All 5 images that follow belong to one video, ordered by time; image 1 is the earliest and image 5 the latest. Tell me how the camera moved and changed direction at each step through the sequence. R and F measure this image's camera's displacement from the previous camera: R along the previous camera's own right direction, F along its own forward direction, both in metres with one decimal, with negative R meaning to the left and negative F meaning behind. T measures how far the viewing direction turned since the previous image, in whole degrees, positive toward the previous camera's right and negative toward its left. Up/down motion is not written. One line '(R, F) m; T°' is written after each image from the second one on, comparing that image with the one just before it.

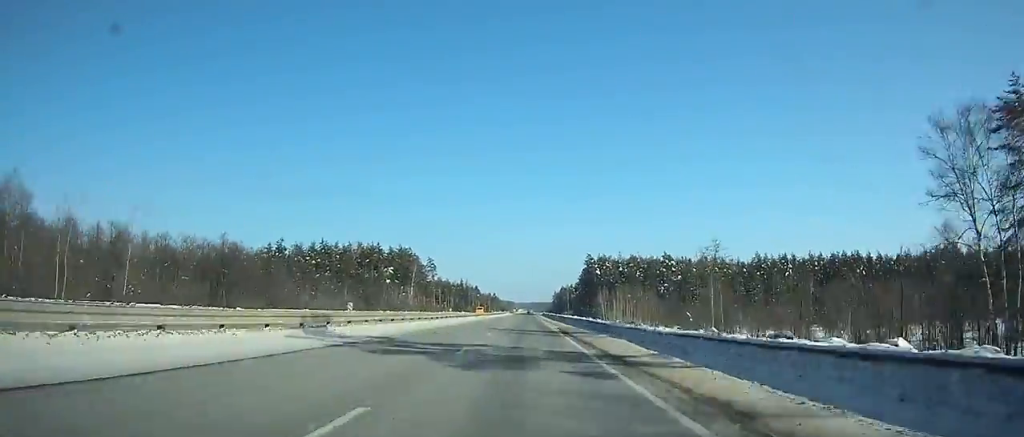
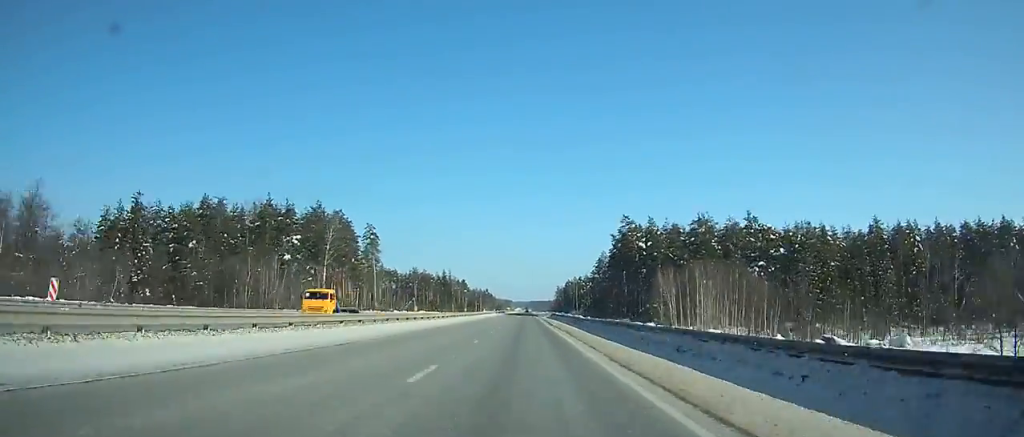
(0.0, +90.9) m; 0°
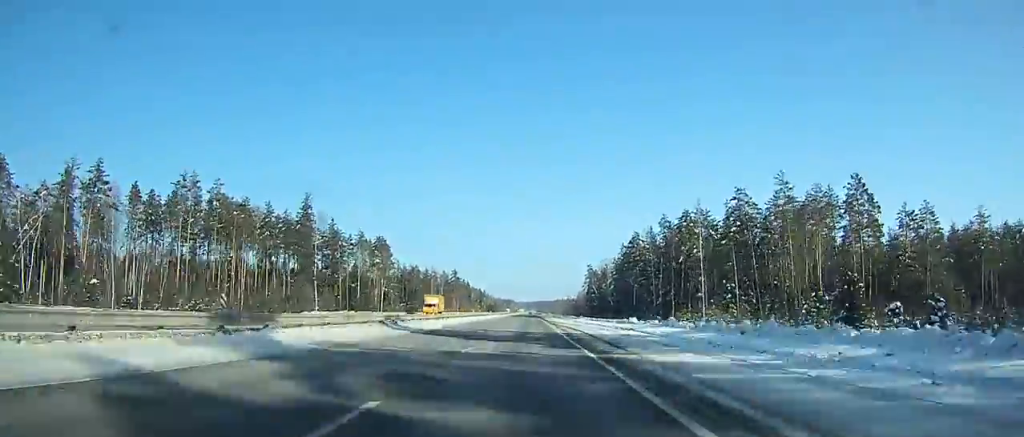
(-0.2, +246.6) m; 0°
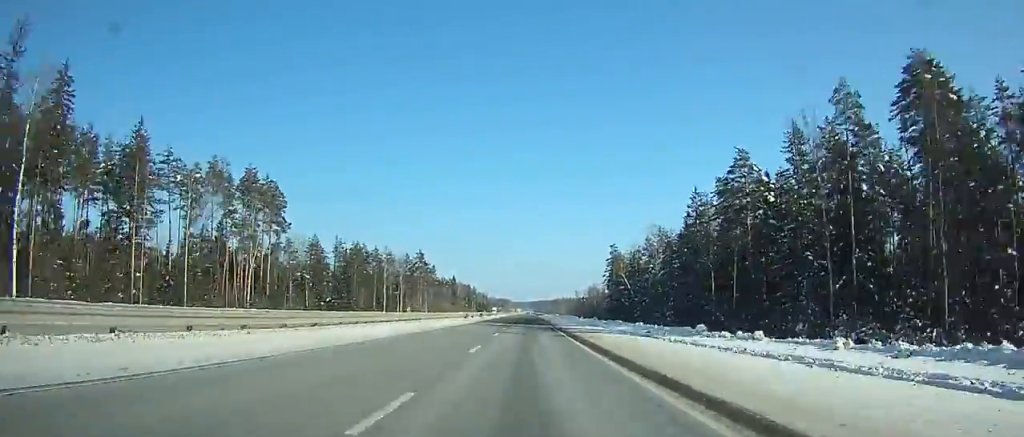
(0.0, +82.2) m; 0°
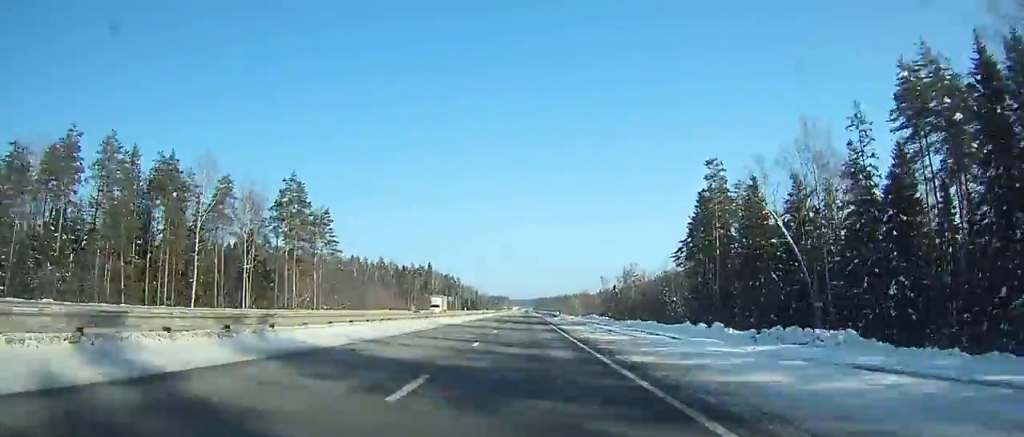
(+0.1, +105.9) m; 0°
